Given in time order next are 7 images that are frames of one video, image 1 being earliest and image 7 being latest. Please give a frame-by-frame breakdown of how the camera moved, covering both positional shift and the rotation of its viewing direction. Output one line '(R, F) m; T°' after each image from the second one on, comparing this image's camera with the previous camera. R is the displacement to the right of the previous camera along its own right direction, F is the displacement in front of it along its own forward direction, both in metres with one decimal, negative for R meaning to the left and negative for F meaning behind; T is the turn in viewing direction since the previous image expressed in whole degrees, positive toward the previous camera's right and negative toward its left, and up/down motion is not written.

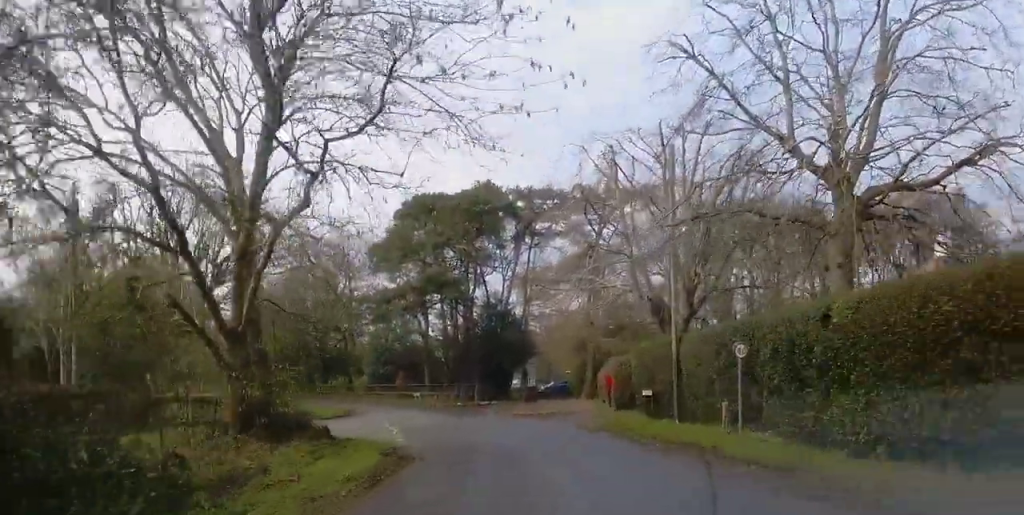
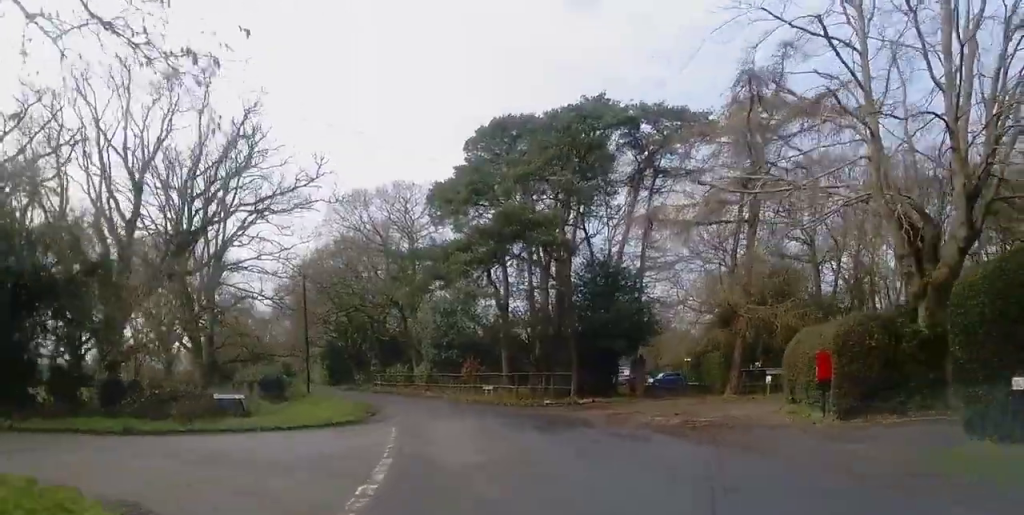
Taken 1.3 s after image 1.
(-0.7, +15.7) m; -8°
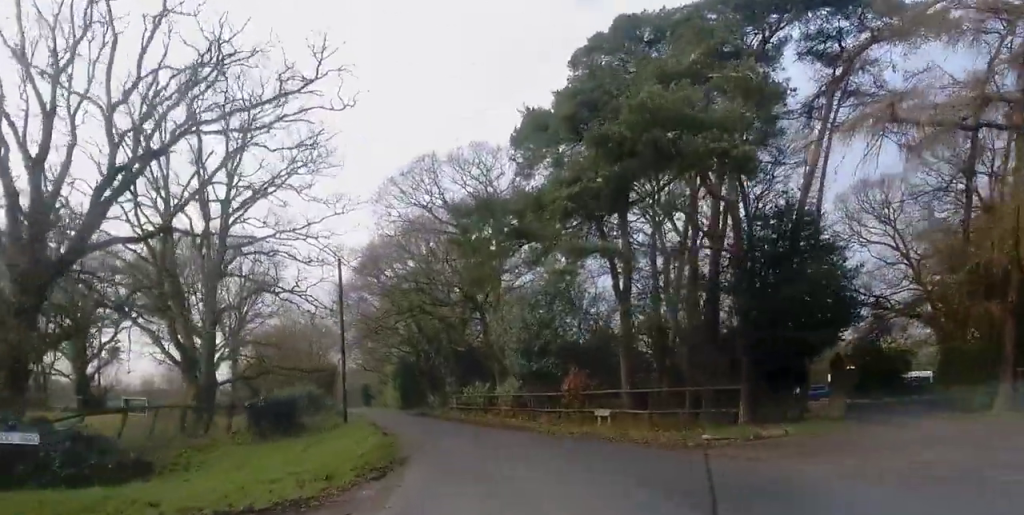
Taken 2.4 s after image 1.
(-1.5, +14.2) m; -10°
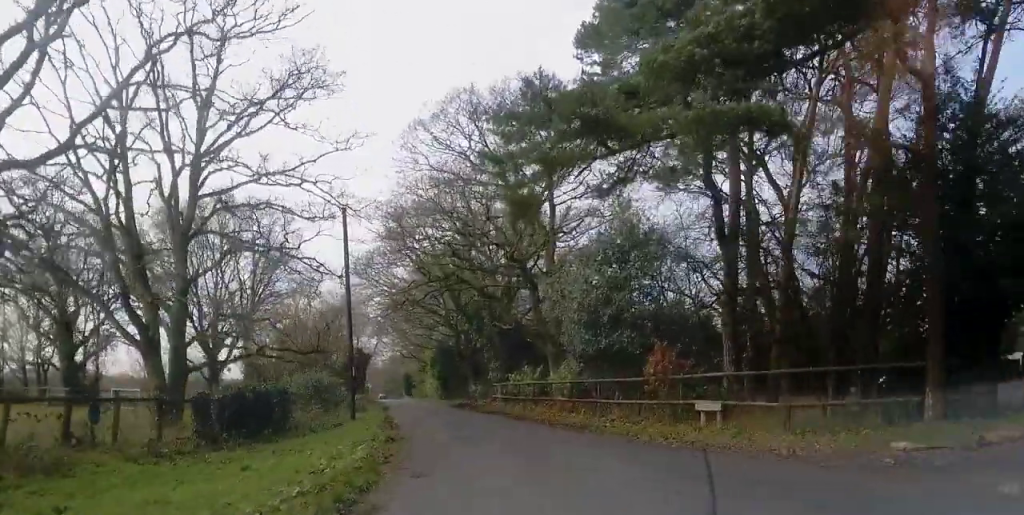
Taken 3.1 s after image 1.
(-0.4, +9.7) m; -3°
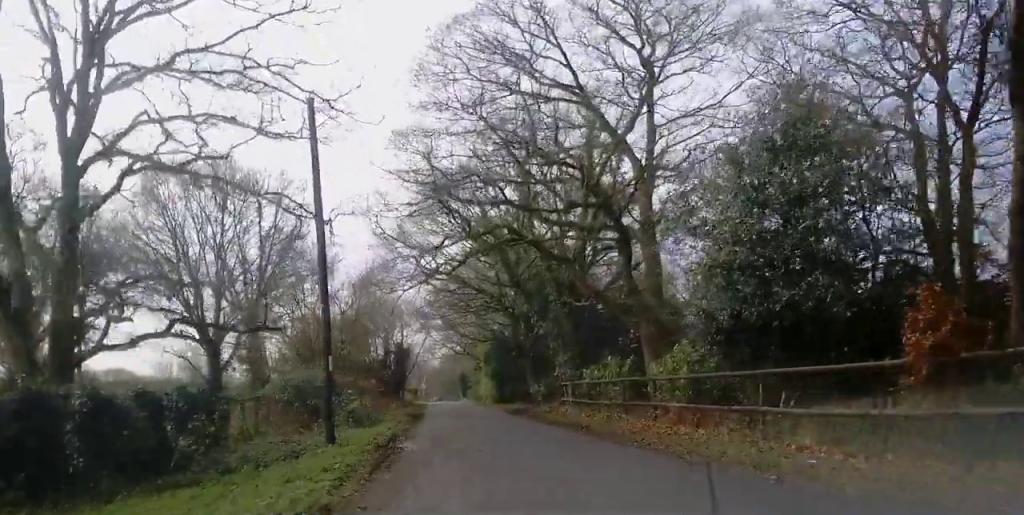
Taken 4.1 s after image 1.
(0.0, +12.2) m; 0°
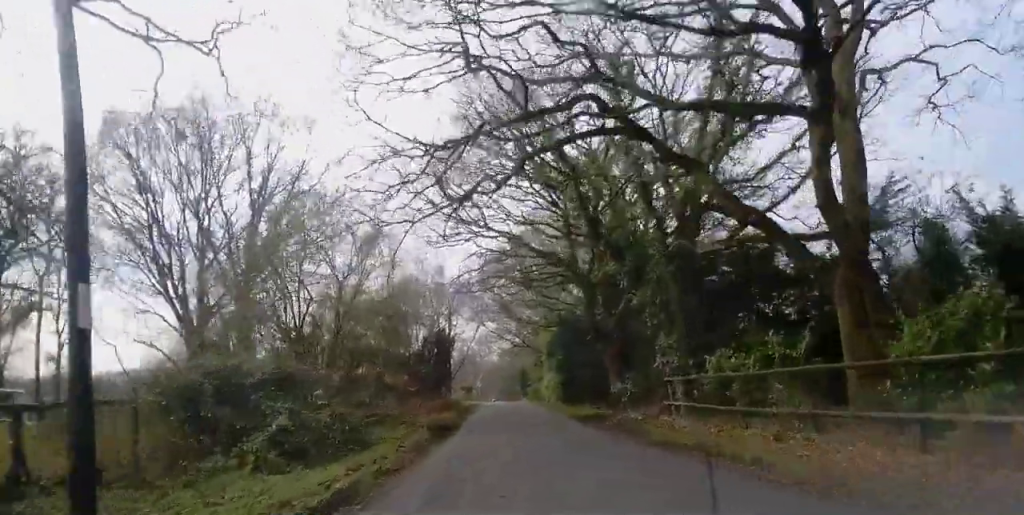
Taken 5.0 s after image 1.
(0.0, +11.5) m; 0°
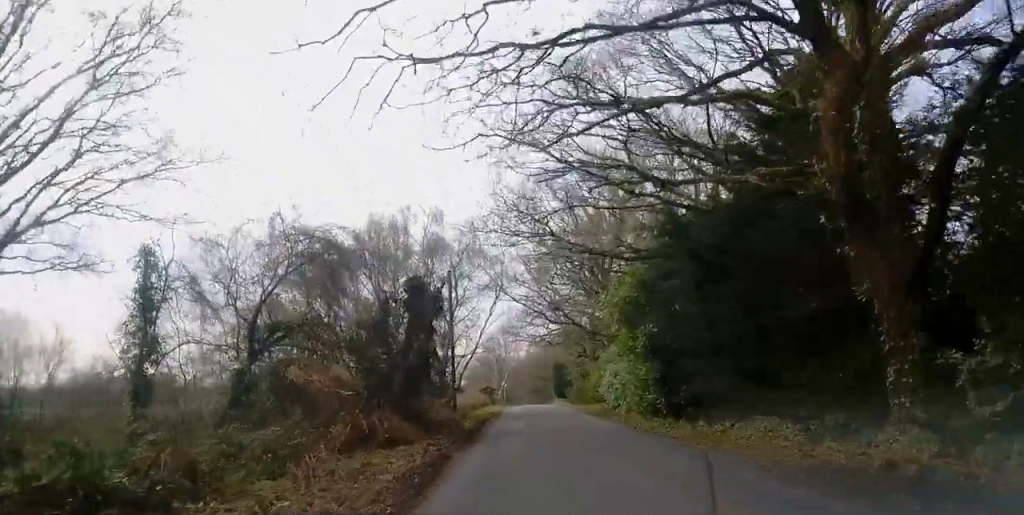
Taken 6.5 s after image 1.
(0.0, +21.5) m; 0°
